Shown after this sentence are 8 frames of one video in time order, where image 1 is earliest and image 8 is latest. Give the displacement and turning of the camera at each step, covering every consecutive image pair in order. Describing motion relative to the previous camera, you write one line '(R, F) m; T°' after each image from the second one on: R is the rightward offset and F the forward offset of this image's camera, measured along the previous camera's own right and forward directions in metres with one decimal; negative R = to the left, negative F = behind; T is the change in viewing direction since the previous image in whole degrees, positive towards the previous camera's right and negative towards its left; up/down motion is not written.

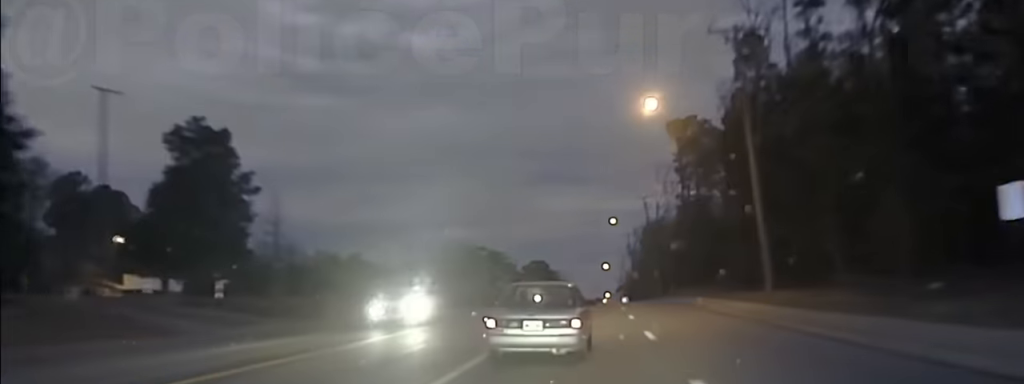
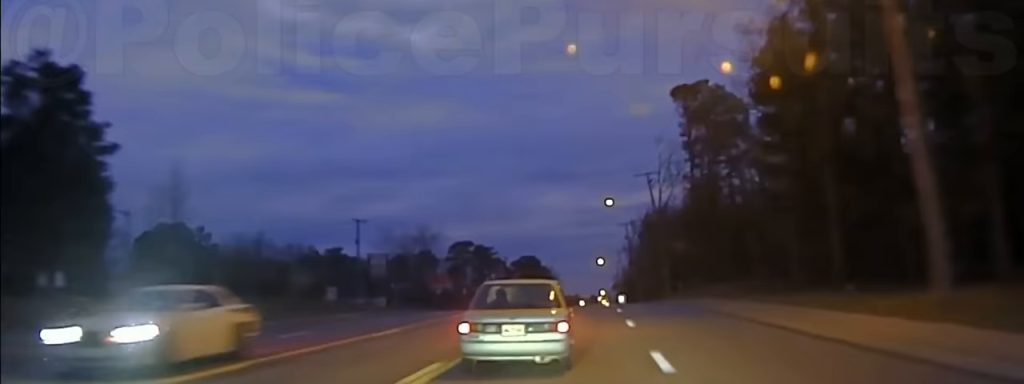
(-0.1, +19.1) m; 0°
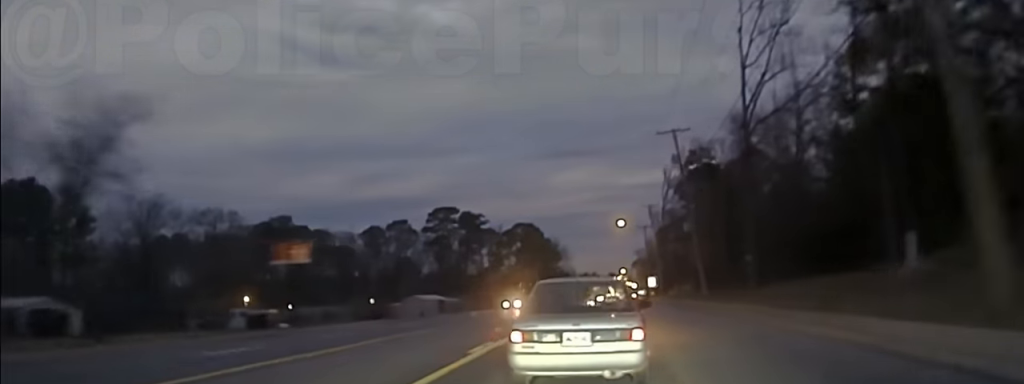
(0.0, +66.5) m; 0°
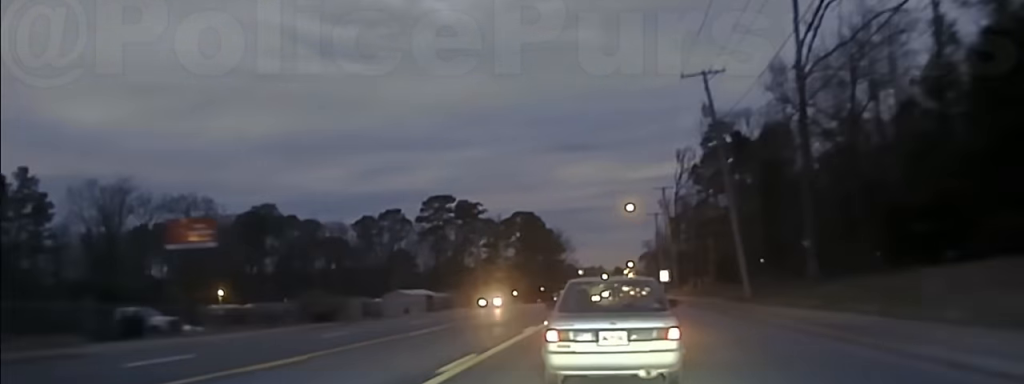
(0.0, +16.9) m; 0°
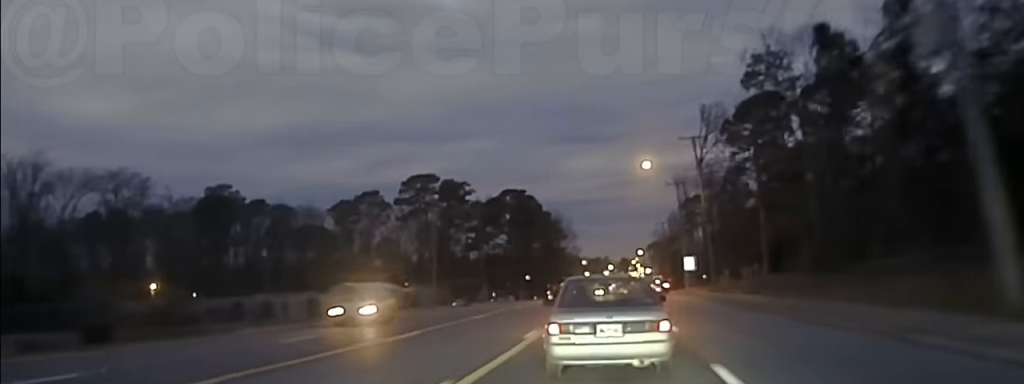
(-0.1, +30.0) m; -1°
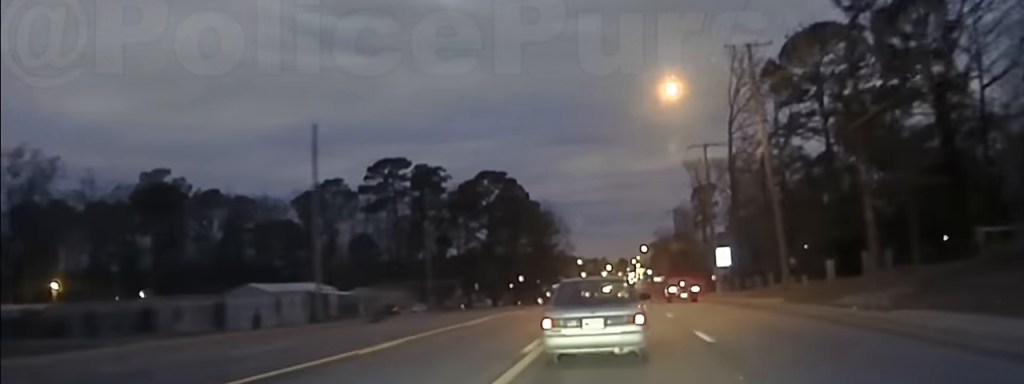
(-0.4, +27.7) m; -1°
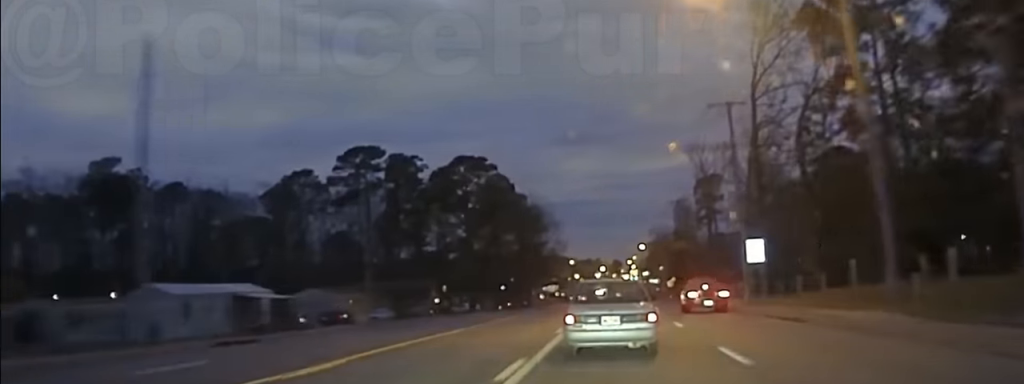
(0.0, +16.6) m; +1°
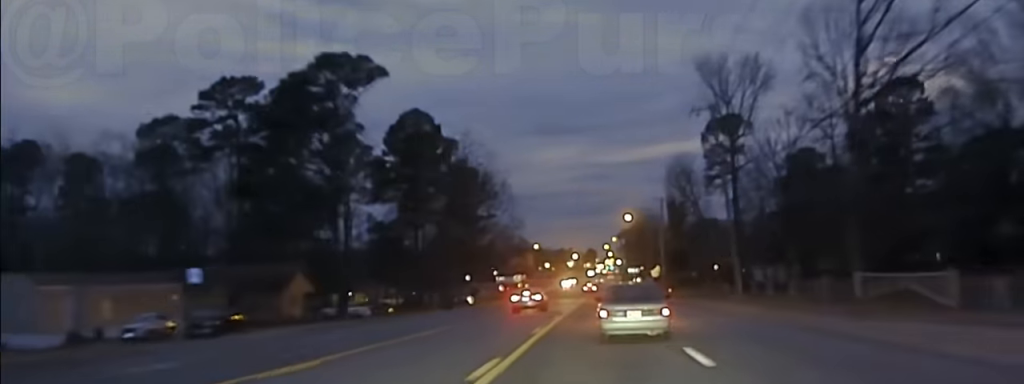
(+1.0, +47.2) m; +2°
